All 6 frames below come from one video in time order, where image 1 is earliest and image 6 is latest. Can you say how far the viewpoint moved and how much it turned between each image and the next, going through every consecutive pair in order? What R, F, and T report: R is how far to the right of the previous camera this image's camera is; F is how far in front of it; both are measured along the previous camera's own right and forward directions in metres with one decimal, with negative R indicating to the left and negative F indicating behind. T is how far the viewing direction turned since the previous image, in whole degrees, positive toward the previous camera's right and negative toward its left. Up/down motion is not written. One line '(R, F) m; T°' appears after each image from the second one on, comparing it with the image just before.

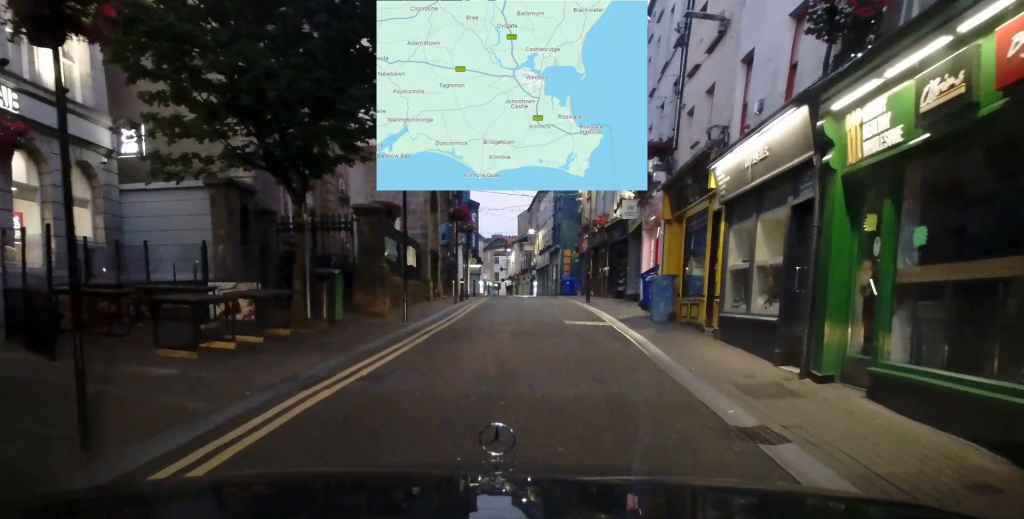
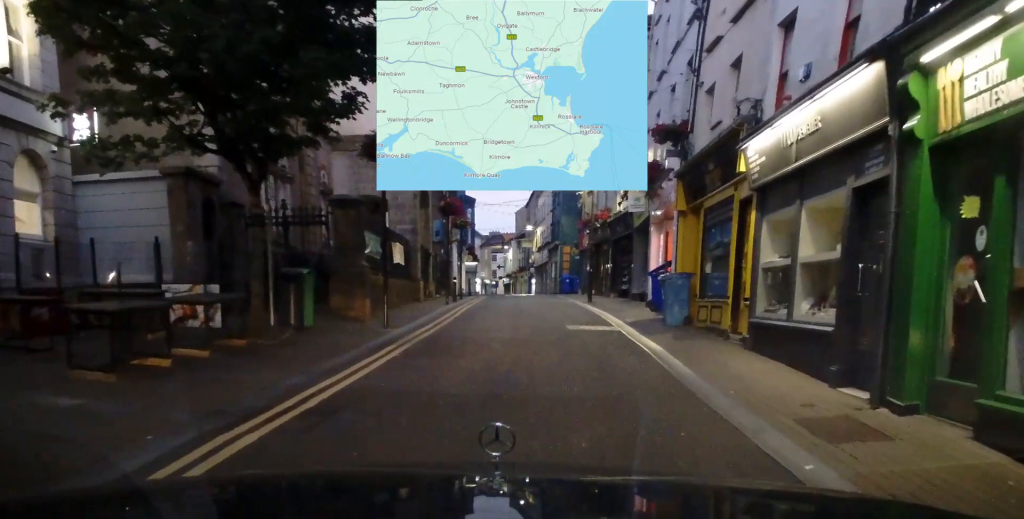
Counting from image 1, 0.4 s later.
(0.0, +2.0) m; -1°
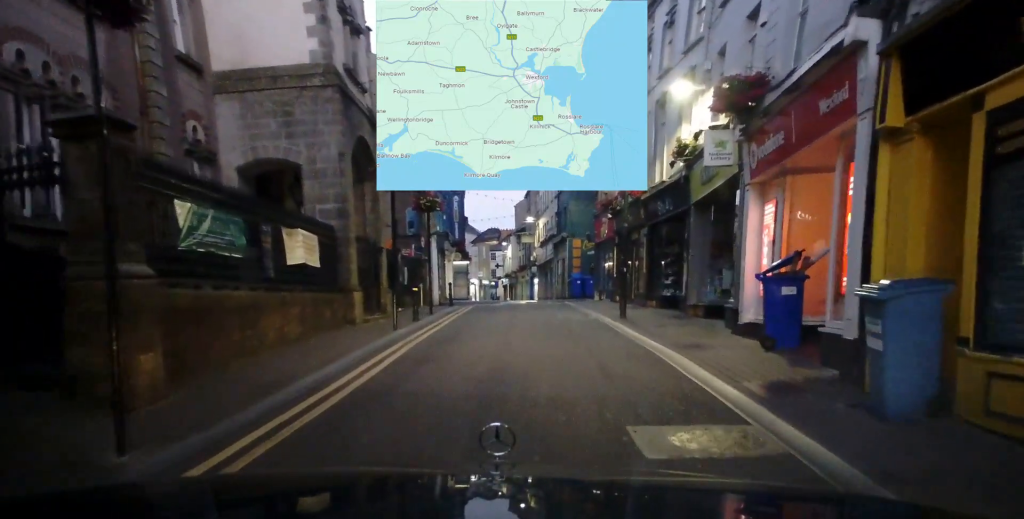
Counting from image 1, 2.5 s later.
(-0.8, +9.7) m; -2°
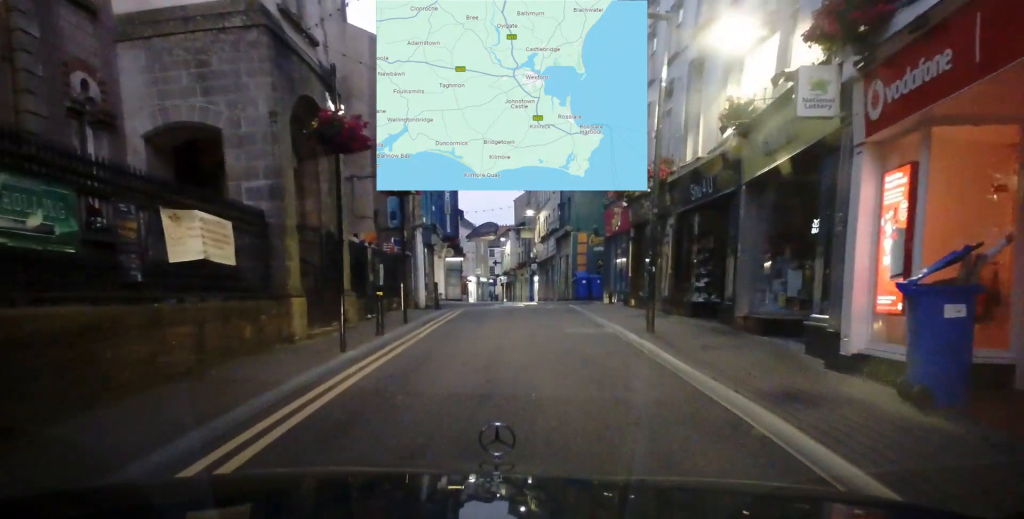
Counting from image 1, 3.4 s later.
(+0.3, +4.5) m; +2°
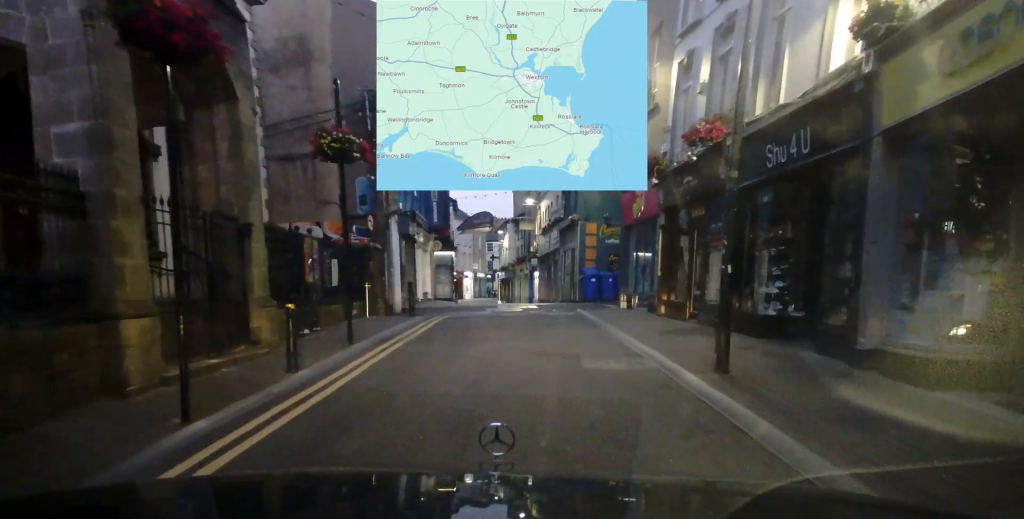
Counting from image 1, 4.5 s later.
(-0.2, +5.6) m; -2°
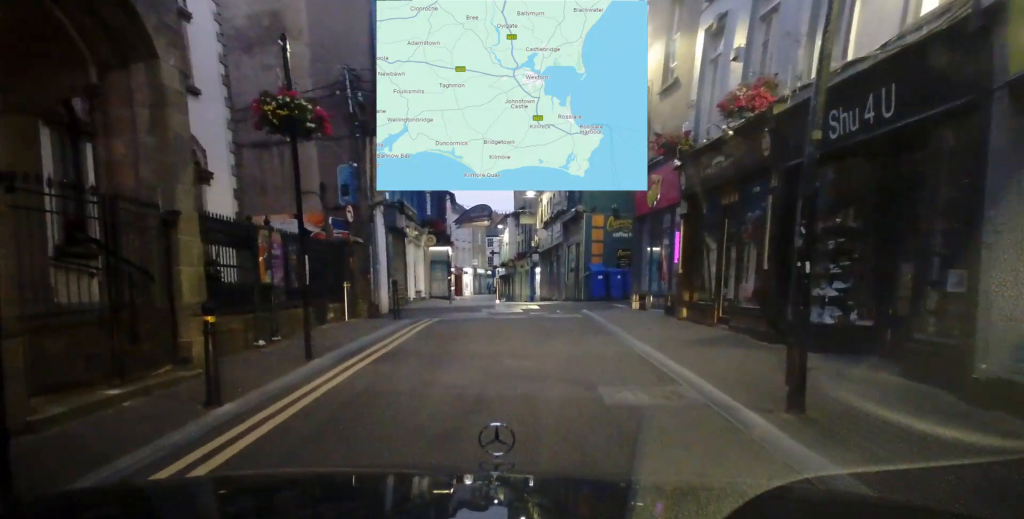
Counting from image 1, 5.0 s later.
(0.0, +2.6) m; 0°
